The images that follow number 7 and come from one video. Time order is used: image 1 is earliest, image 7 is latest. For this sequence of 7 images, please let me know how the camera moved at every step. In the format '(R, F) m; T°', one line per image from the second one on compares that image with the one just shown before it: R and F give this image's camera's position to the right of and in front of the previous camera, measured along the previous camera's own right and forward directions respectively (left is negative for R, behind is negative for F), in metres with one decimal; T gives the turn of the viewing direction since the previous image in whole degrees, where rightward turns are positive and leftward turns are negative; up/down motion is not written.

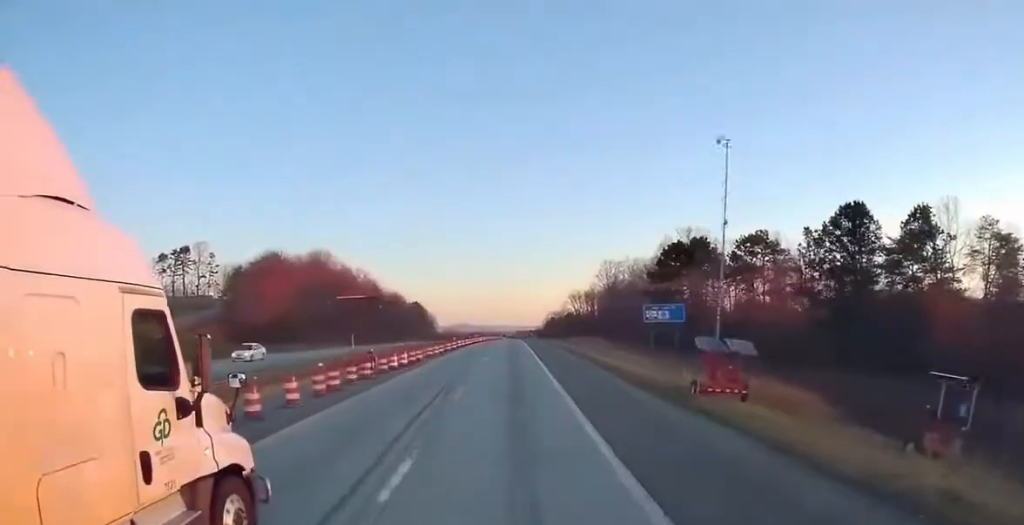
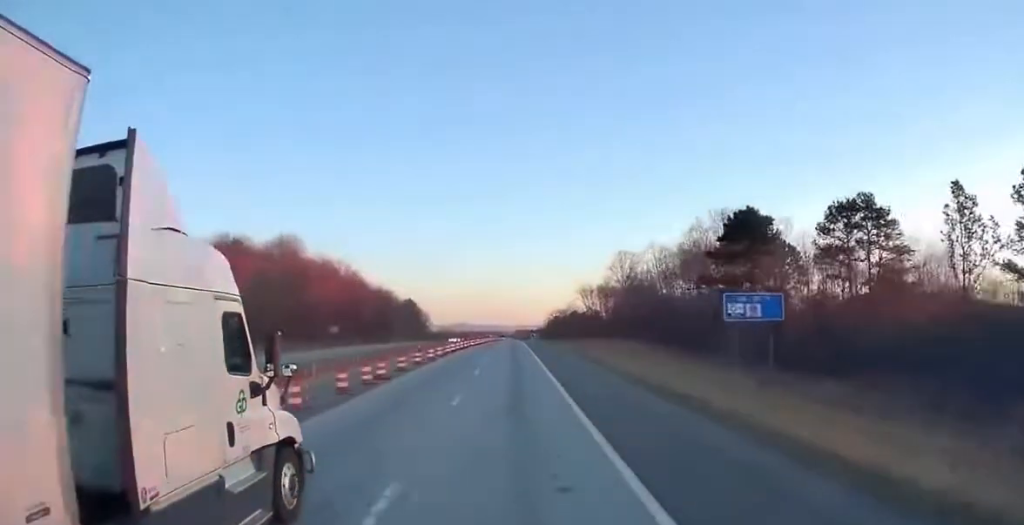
(+0.2, +26.4) m; 0°
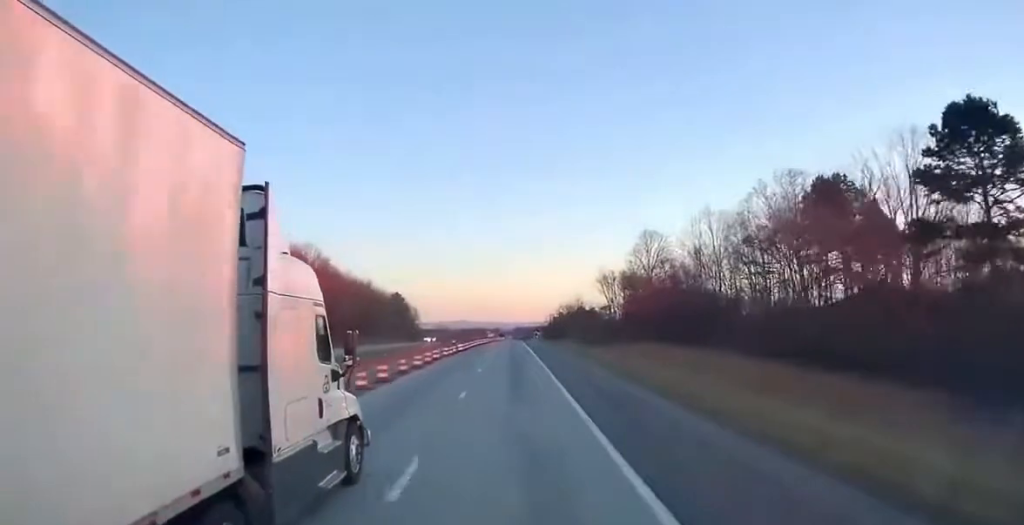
(-0.5, +34.3) m; -1°
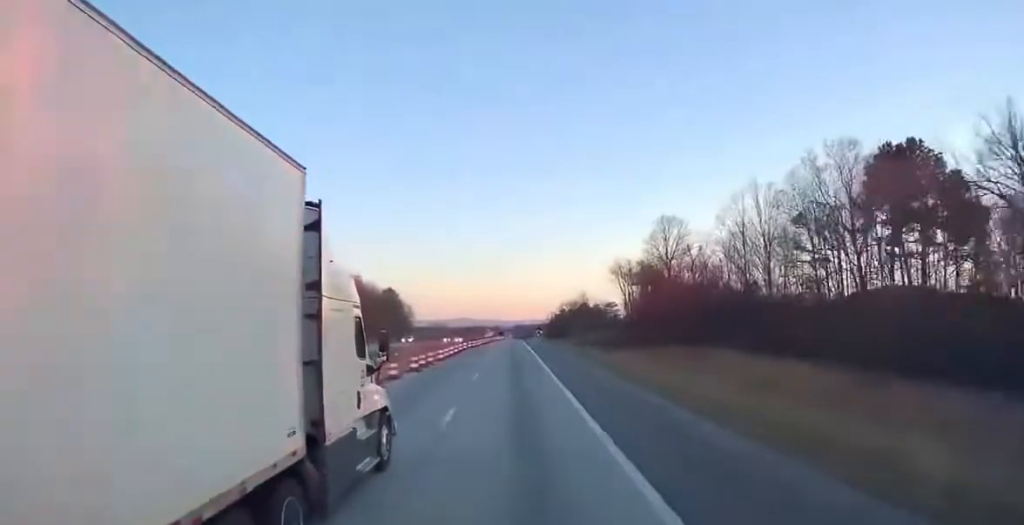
(0.0, +17.2) m; 0°
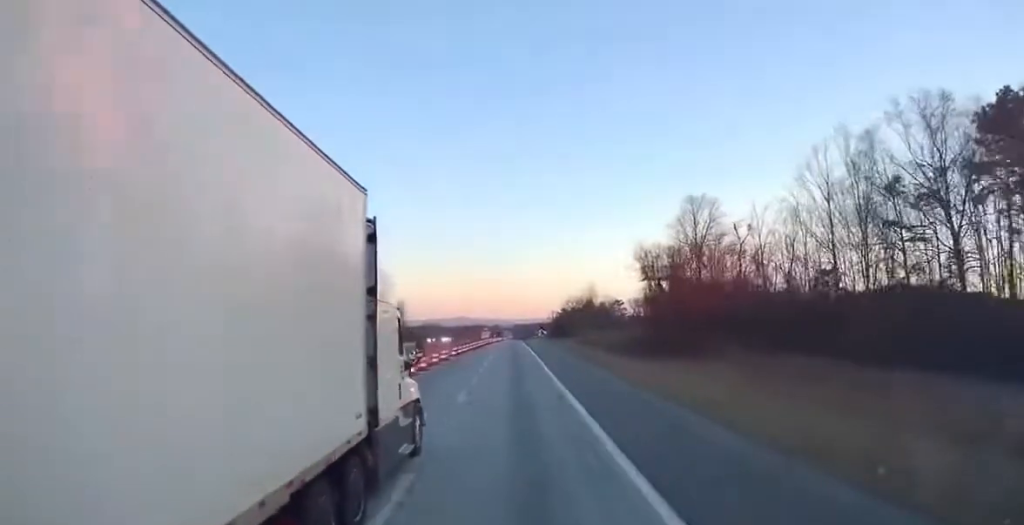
(+0.1, +20.6) m; +1°
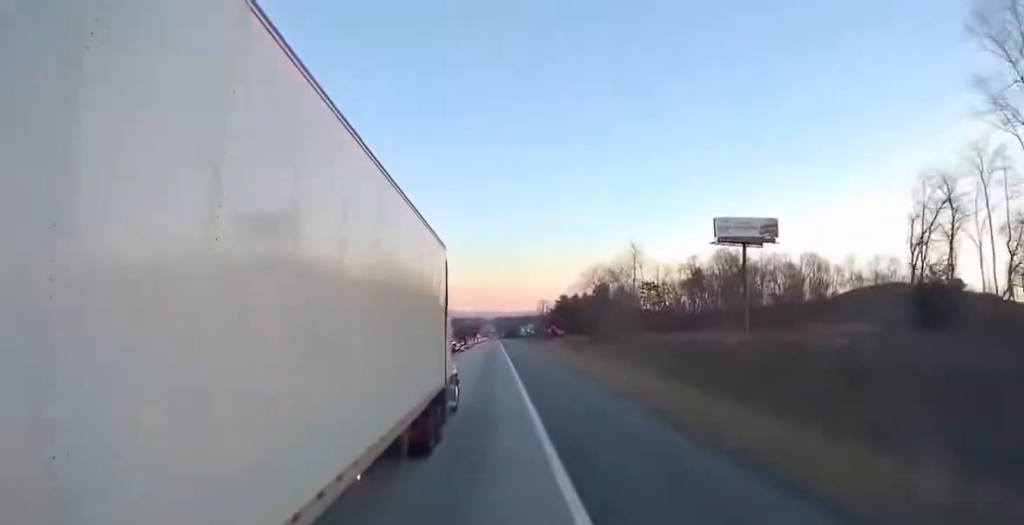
(+0.4, +82.1) m; 0°
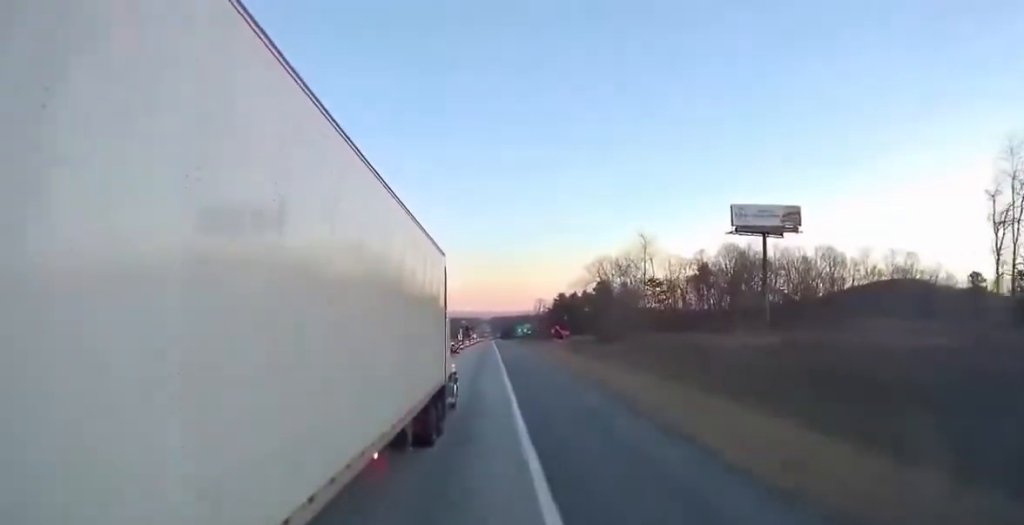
(-0.3, +12.2) m; 0°
